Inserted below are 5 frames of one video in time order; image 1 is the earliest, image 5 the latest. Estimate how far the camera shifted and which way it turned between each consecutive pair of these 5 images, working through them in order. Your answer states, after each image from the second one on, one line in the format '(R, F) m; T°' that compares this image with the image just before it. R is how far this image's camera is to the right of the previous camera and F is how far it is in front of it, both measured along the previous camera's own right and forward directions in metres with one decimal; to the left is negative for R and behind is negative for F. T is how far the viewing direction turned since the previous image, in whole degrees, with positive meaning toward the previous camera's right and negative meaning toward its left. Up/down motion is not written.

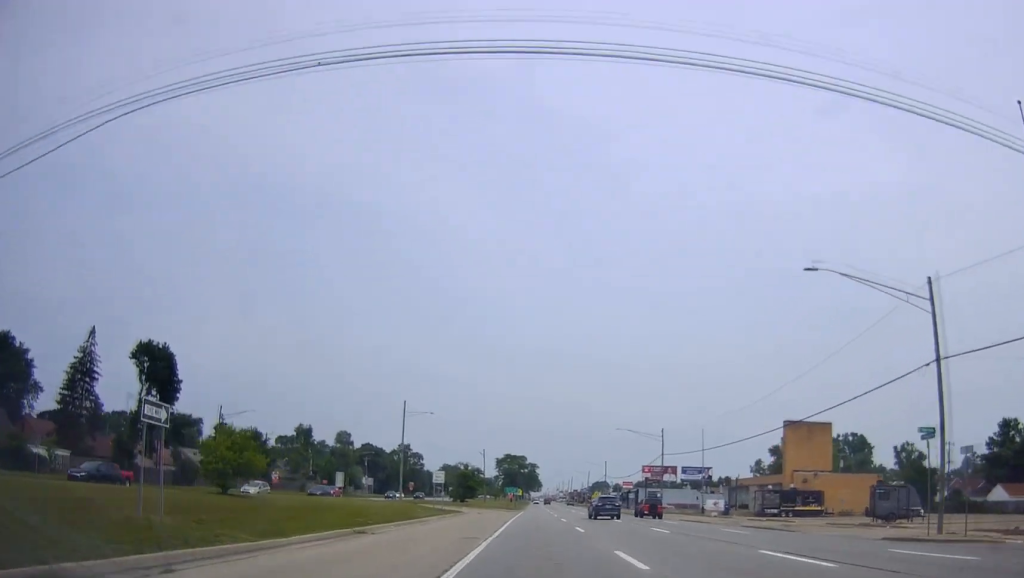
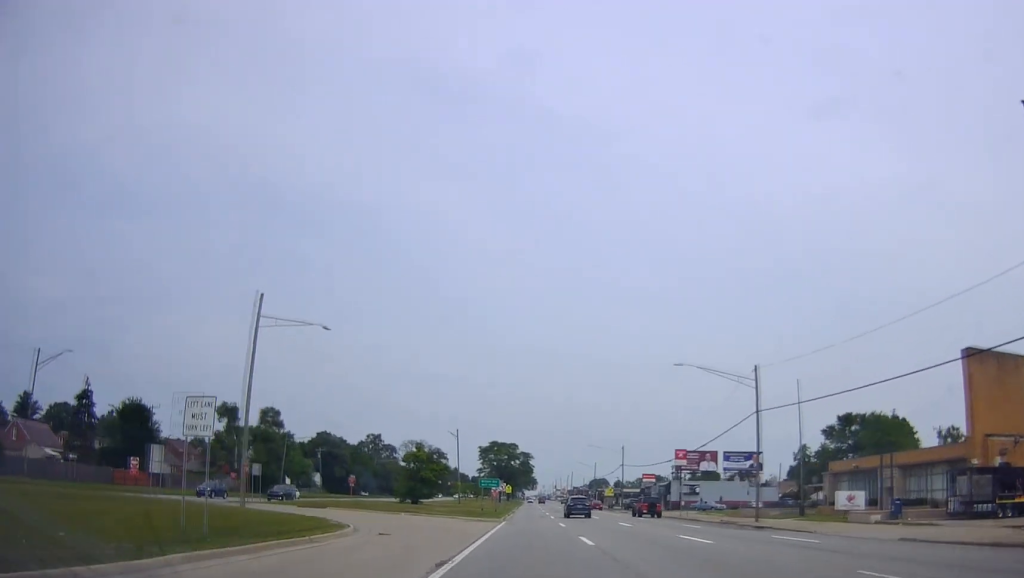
(+0.4, +36.7) m; 0°
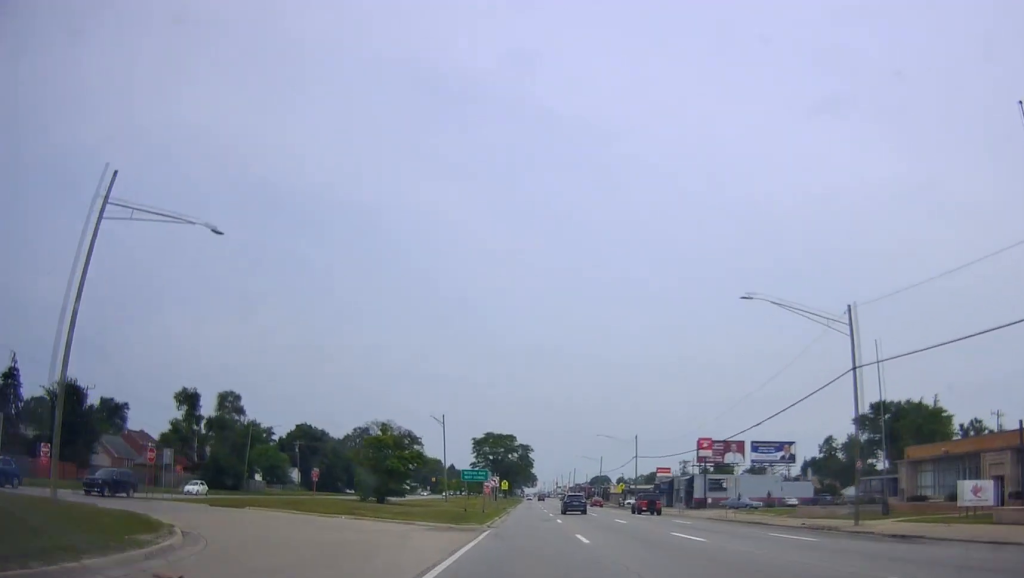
(-0.1, +14.6) m; 0°
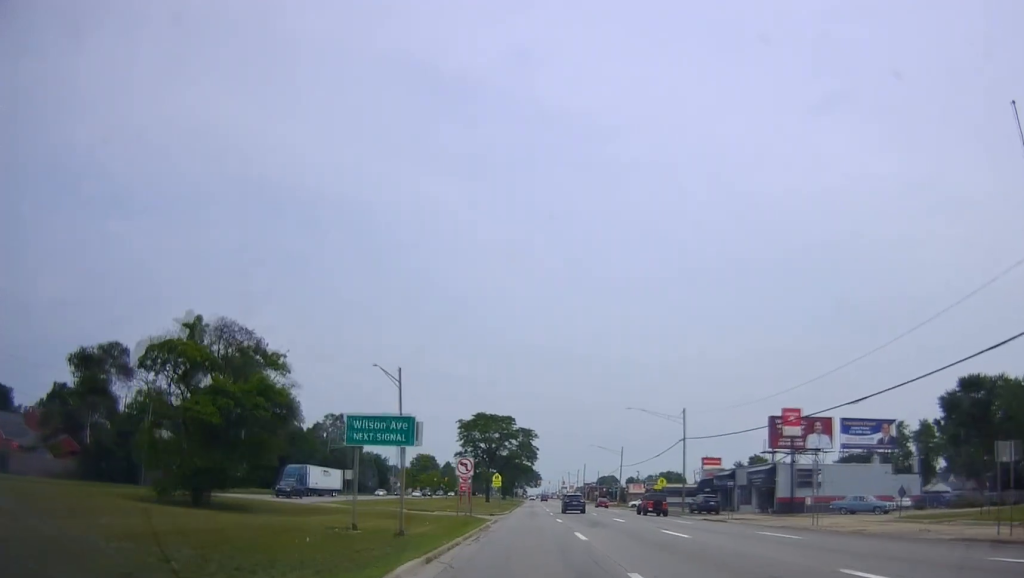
(+0.5, +28.8) m; -1°
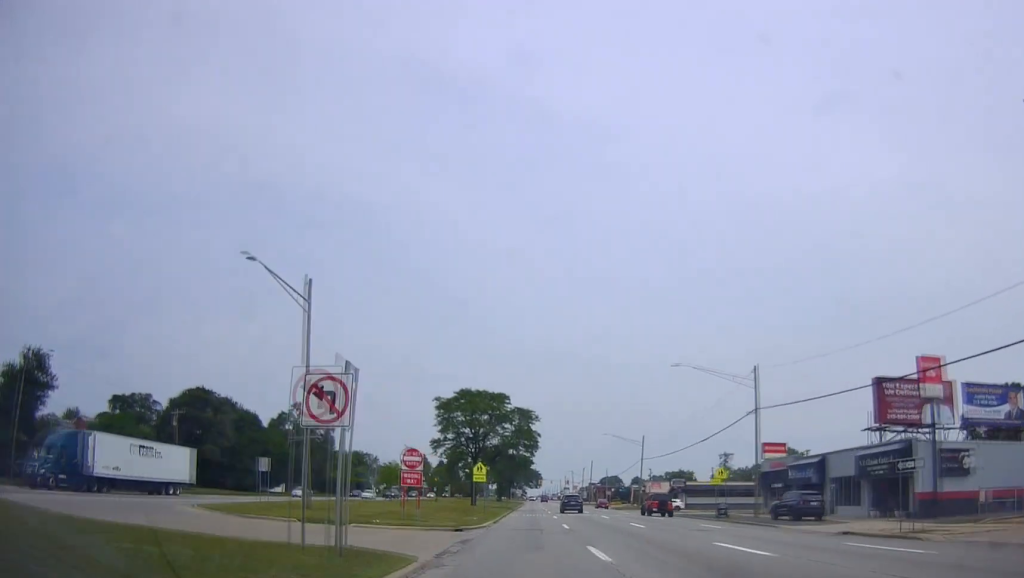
(-0.8, +22.4) m; -1°
